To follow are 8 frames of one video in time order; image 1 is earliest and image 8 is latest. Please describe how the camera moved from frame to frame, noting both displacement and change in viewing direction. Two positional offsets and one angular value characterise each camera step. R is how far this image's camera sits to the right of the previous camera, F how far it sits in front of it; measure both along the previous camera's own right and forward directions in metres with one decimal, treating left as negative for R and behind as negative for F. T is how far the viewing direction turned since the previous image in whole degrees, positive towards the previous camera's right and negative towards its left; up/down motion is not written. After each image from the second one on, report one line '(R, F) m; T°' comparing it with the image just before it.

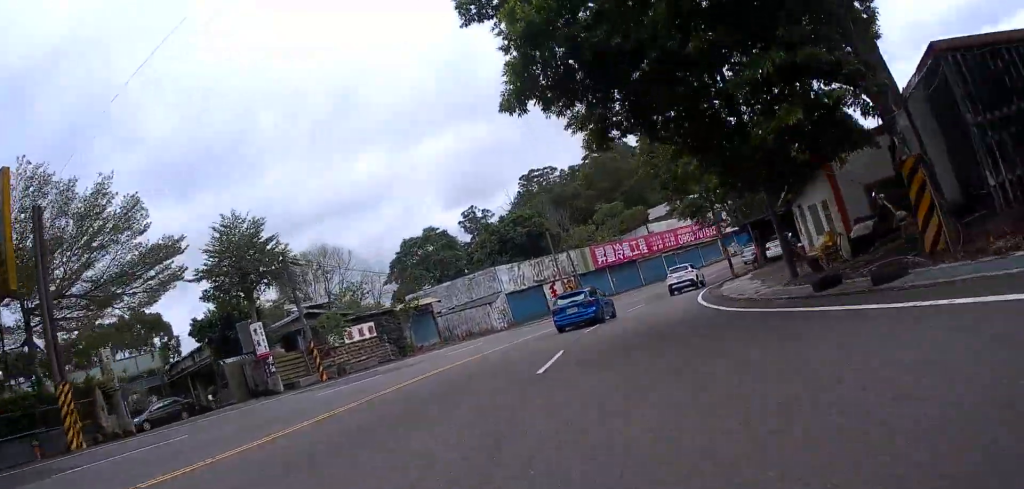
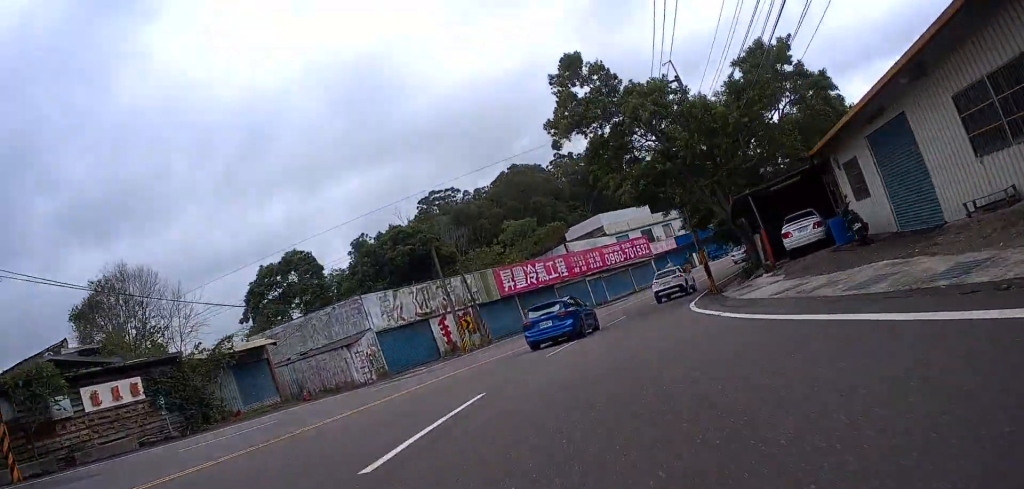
(0.0, +14.7) m; 0°
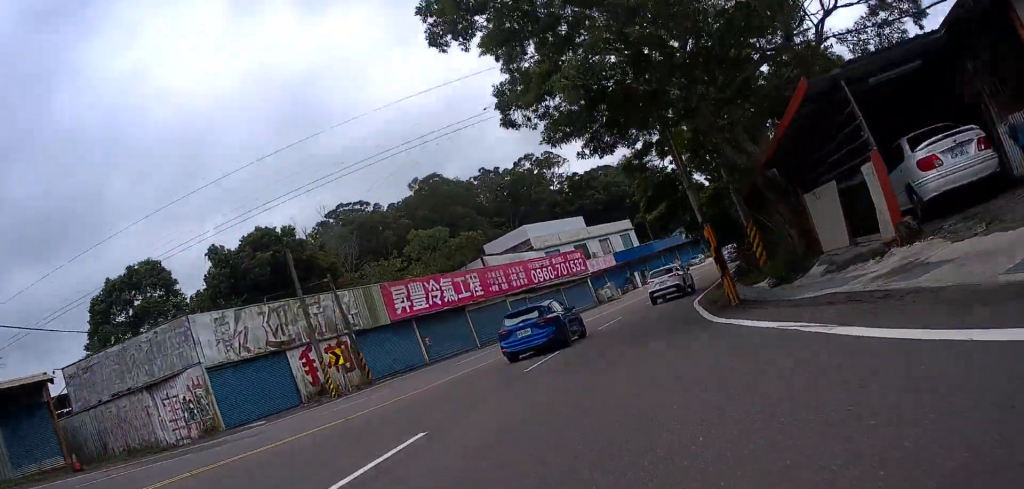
(0.0, +13.2) m; 0°
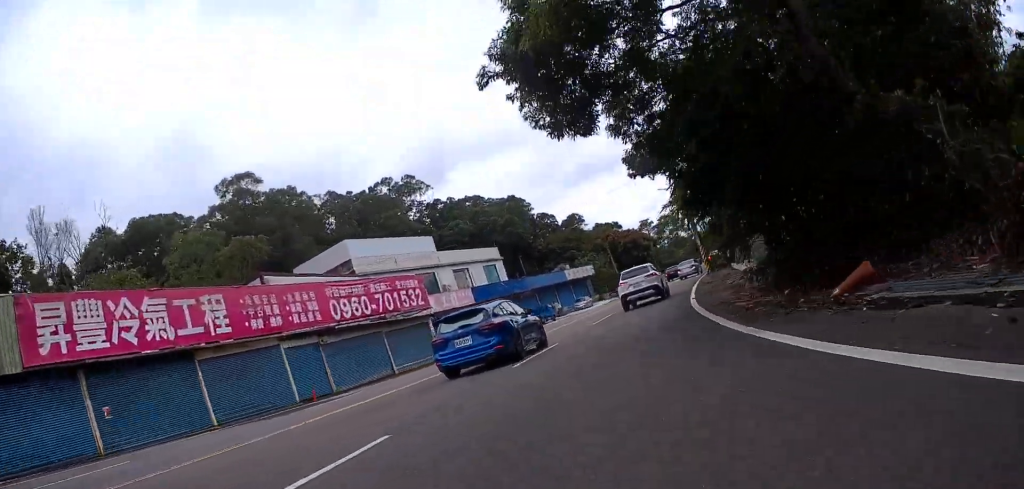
(0.0, +22.8) m; +6°
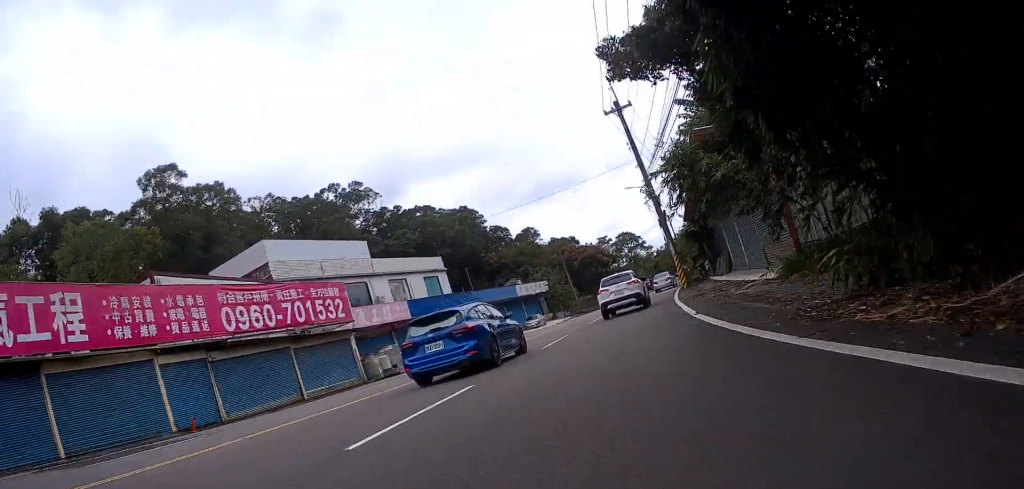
(+0.1, +7.4) m; +5°
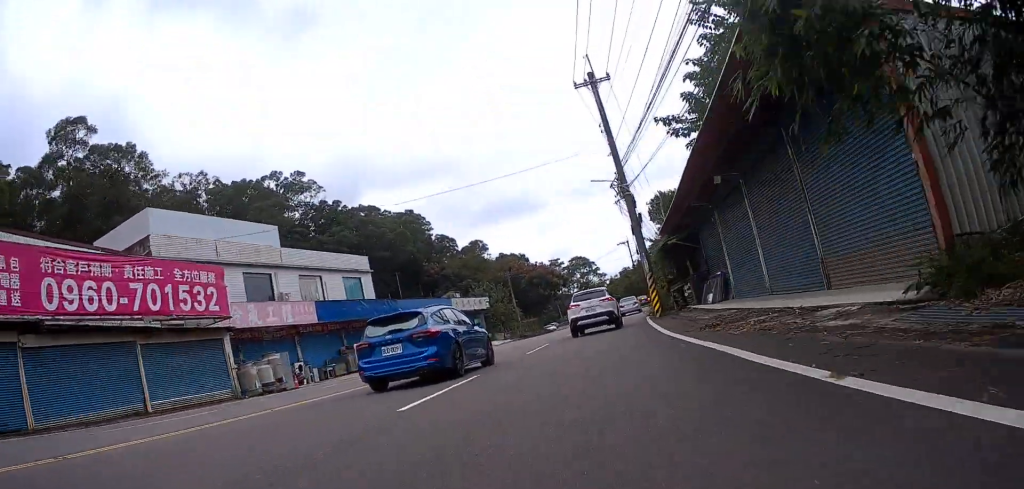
(+0.9, +9.2) m; +8°
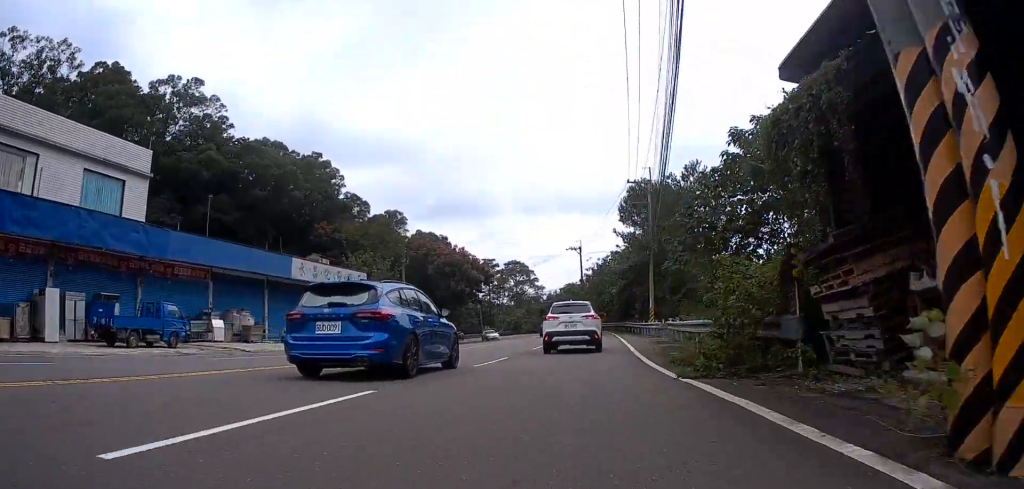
(+4.5, +26.5) m; +13°
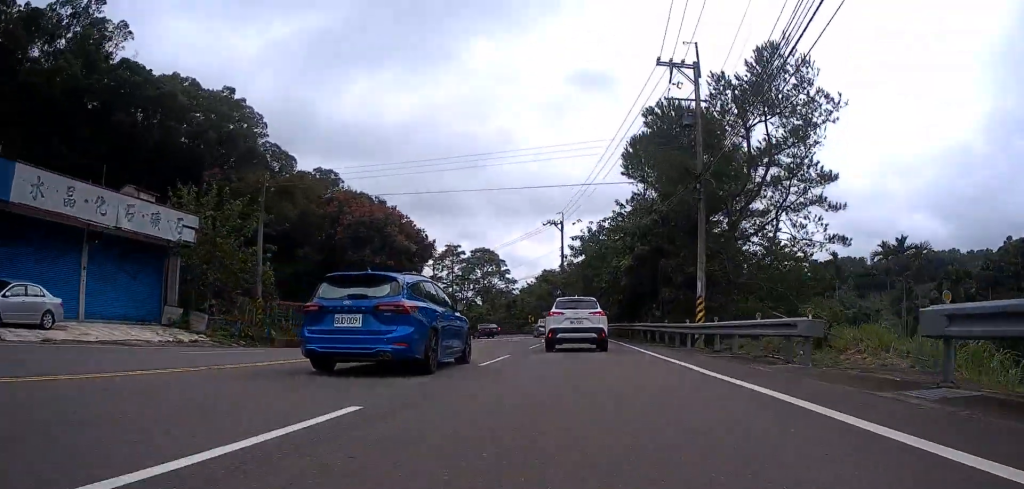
(0.0, +24.8) m; 0°
